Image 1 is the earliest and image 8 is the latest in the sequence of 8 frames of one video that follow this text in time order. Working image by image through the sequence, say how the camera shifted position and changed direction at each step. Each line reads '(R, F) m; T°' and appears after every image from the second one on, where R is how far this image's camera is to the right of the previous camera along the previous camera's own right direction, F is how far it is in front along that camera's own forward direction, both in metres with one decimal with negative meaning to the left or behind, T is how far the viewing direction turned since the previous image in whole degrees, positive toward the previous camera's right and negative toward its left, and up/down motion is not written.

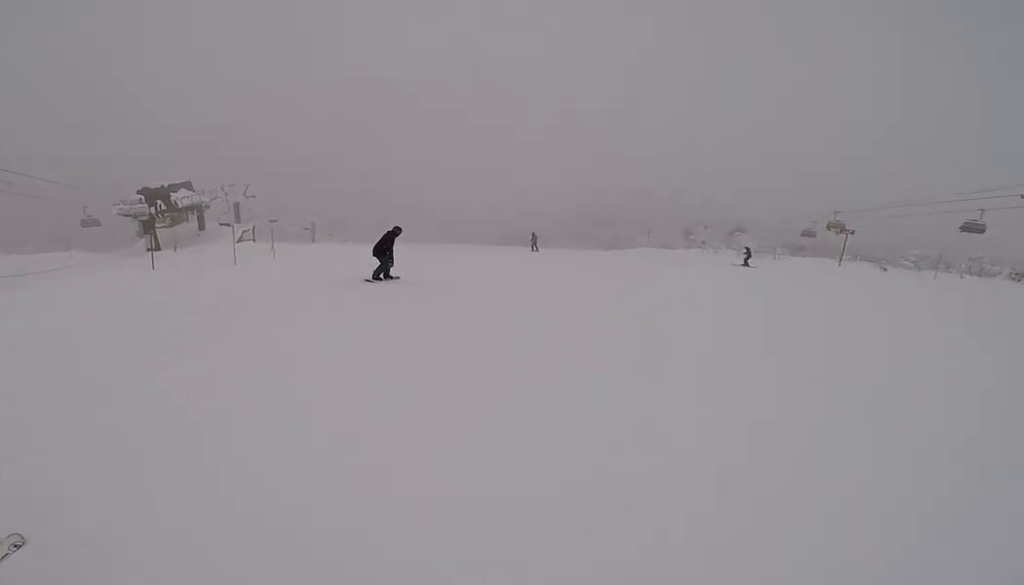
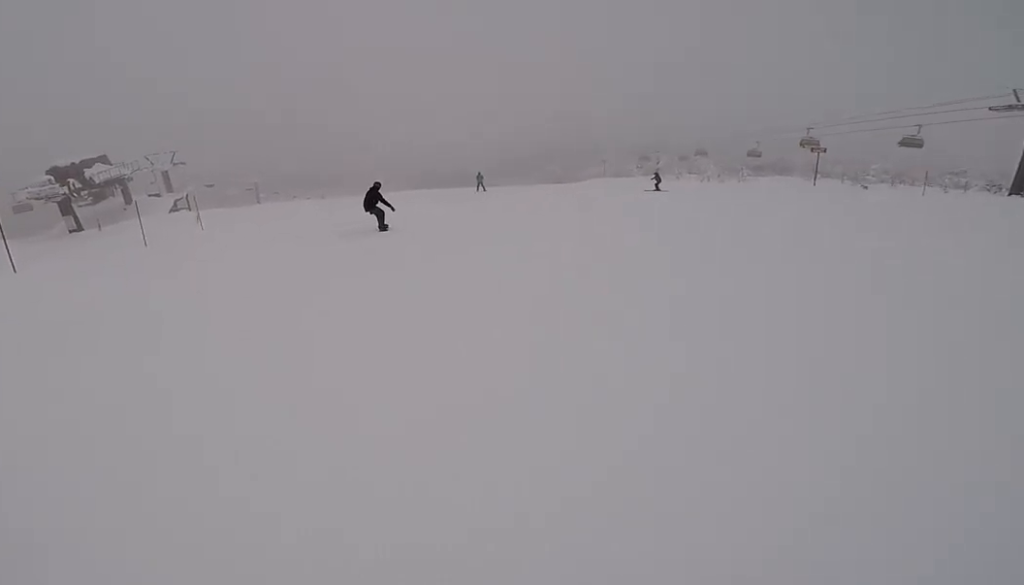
(-0.6, +3.6) m; +4°
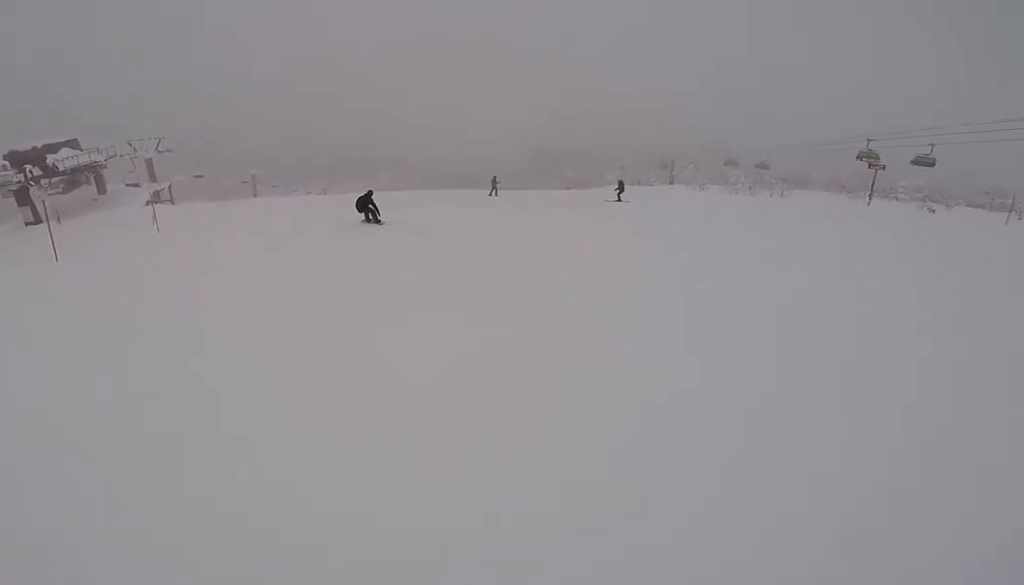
(+1.1, +5.1) m; +16°
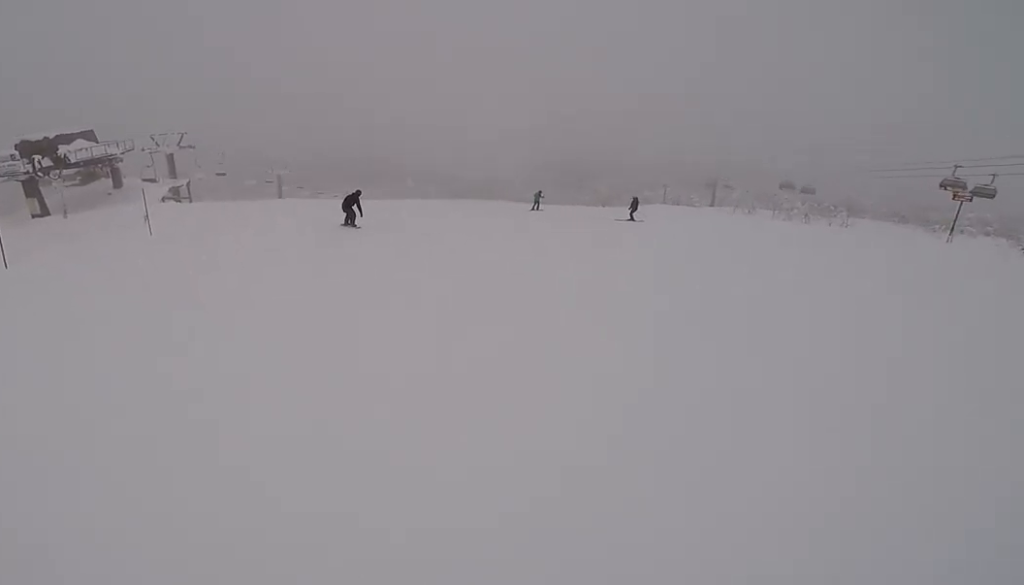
(0.0, +3.0) m; -9°
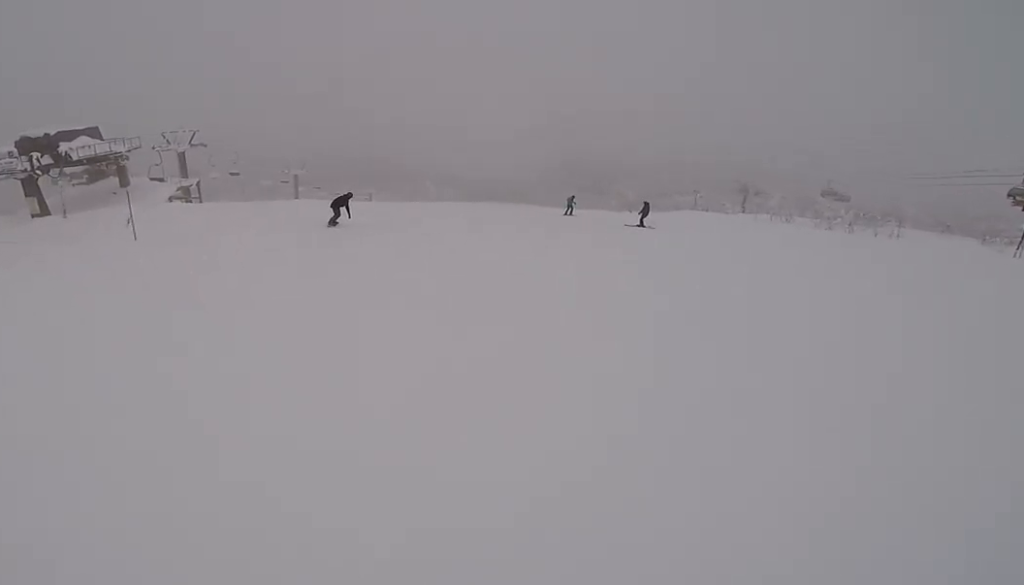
(+0.4, +2.1) m; -6°
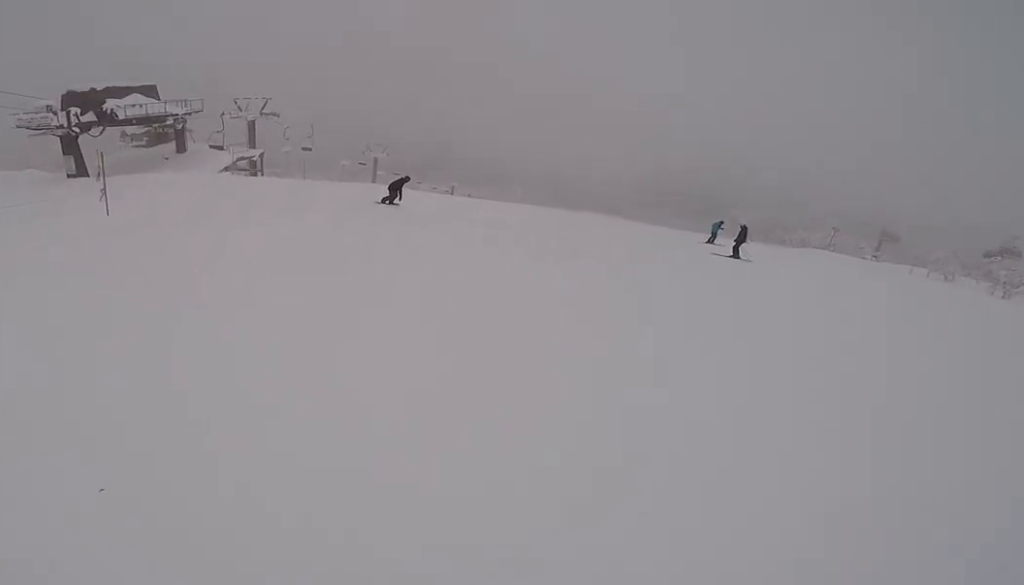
(-1.2, +5.1) m; -9°
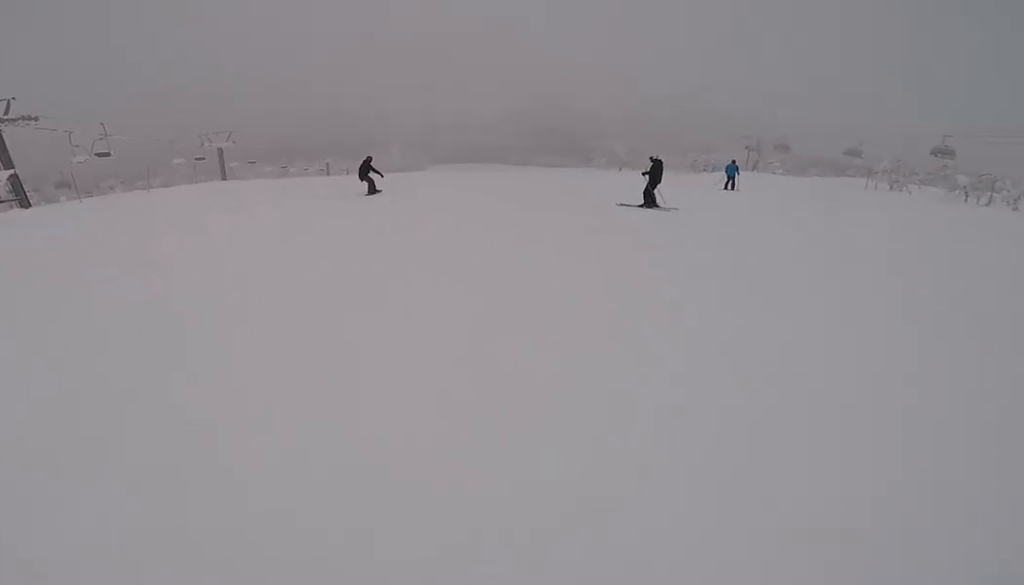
(-0.6, +10.6) m; -7°
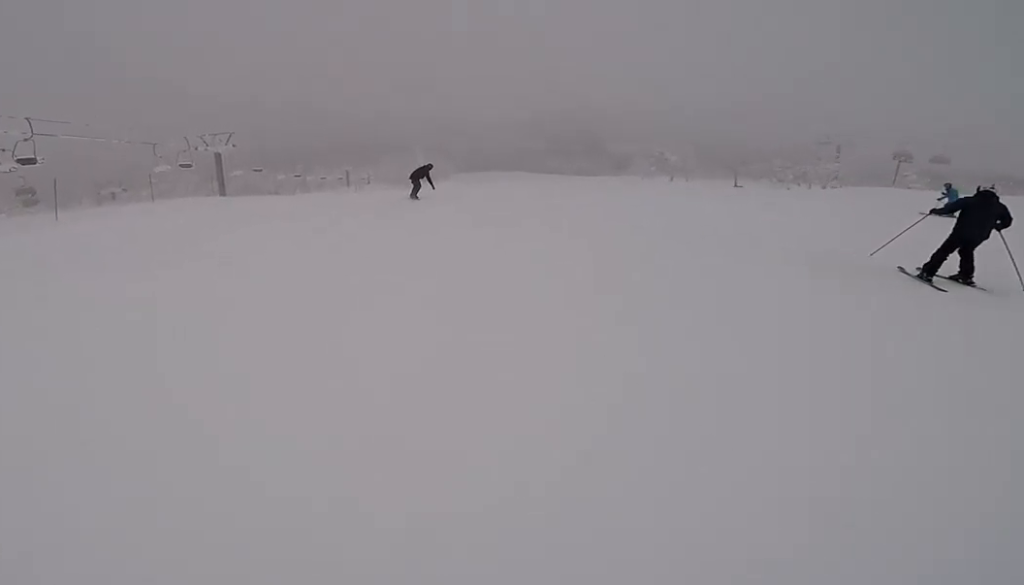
(+0.3, +11.8) m; +8°
